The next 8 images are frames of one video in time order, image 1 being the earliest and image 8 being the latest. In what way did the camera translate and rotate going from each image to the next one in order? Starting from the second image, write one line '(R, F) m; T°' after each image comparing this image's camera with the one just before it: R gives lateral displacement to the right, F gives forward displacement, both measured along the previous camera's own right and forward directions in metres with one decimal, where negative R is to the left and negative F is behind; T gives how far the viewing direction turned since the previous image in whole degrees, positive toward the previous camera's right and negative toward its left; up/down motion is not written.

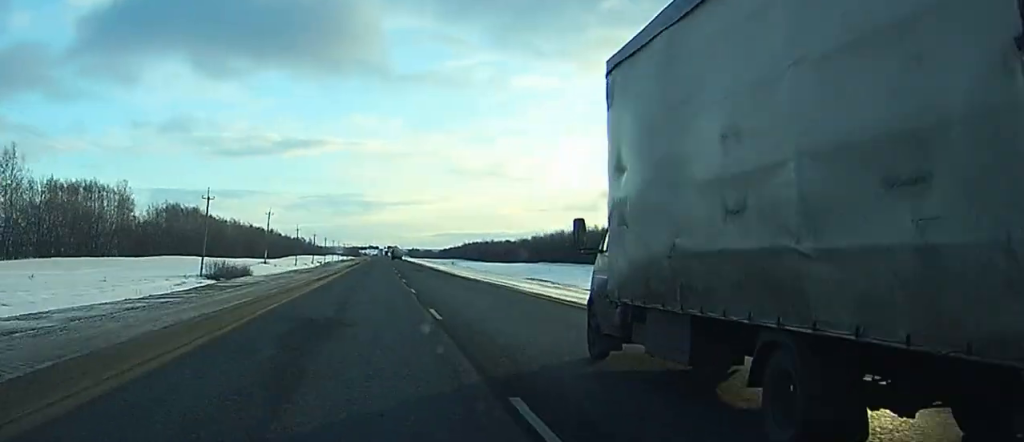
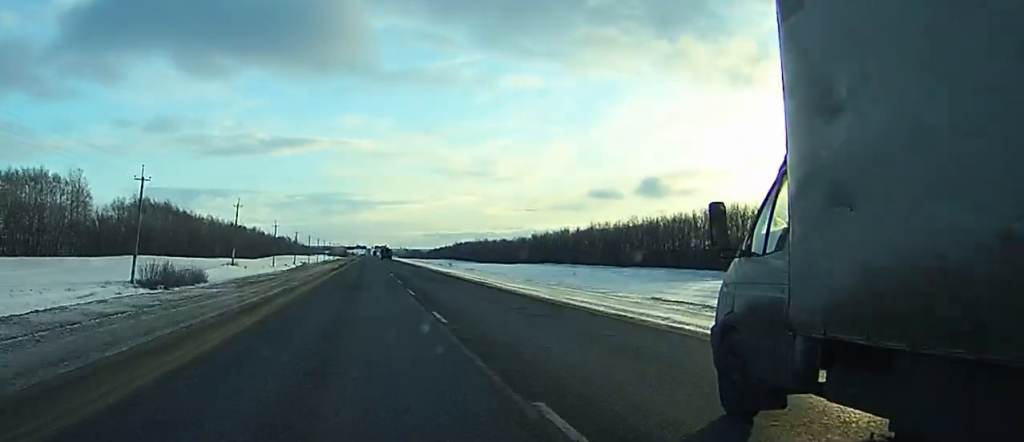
(0.0, +21.5) m; 0°
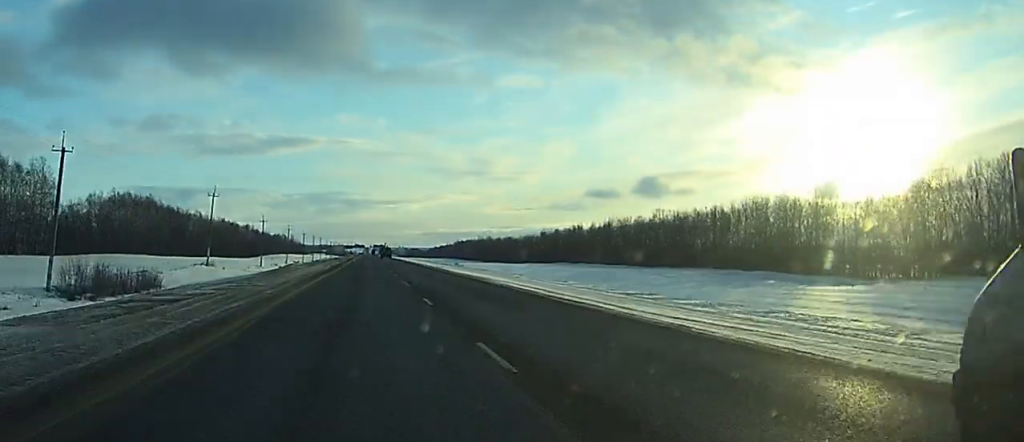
(+0.1, +15.6) m; 0°
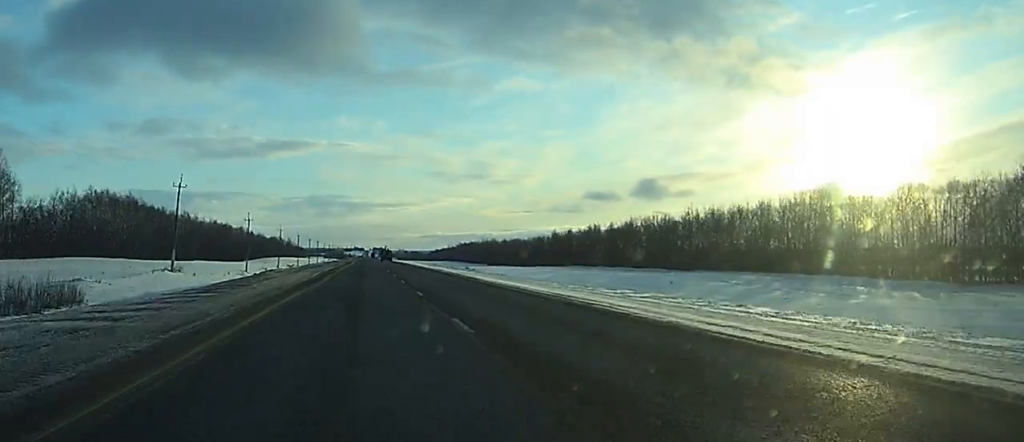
(0.0, +14.1) m; 0°
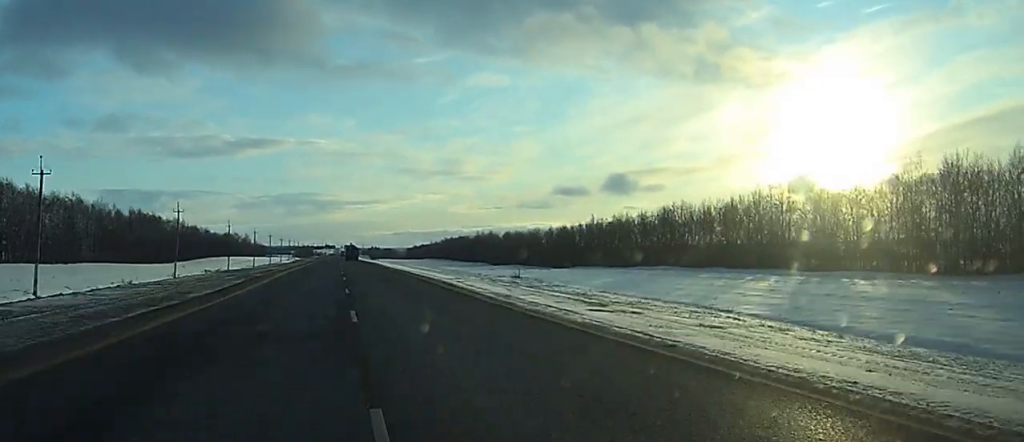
(+0.9, +64.9) m; +2°
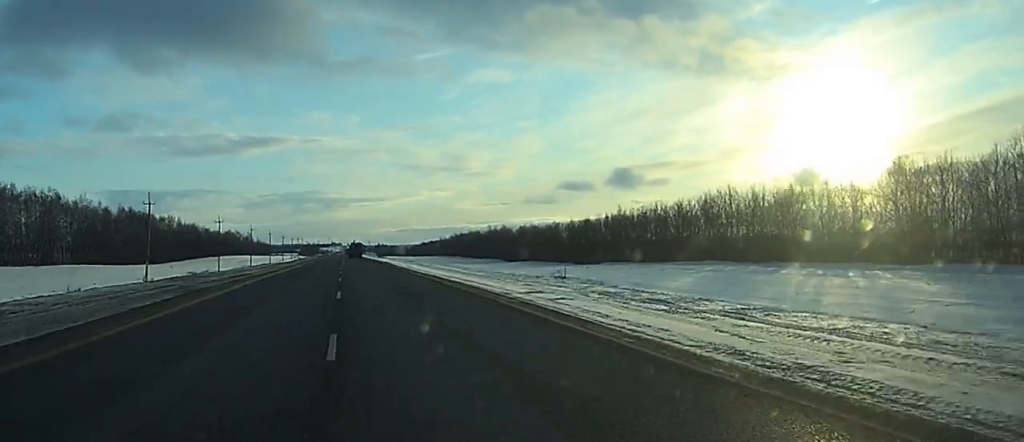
(+0.1, +16.8) m; 0°
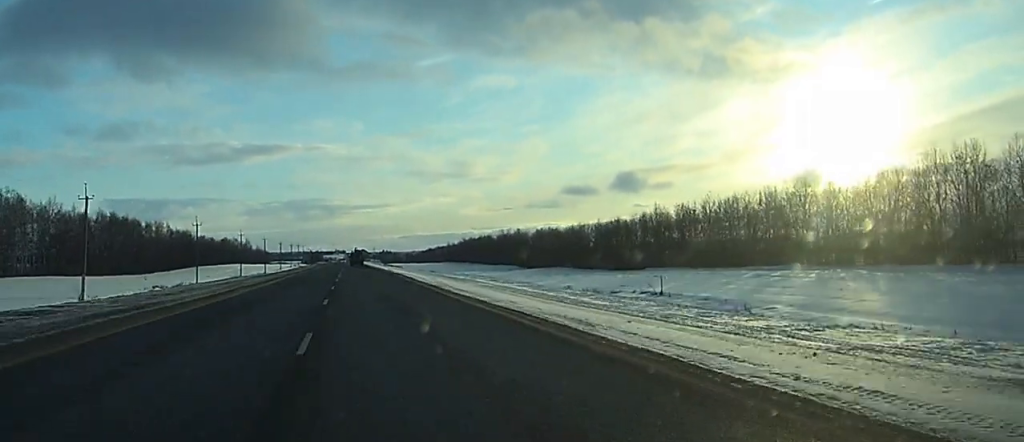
(+0.1, +22.2) m; 0°
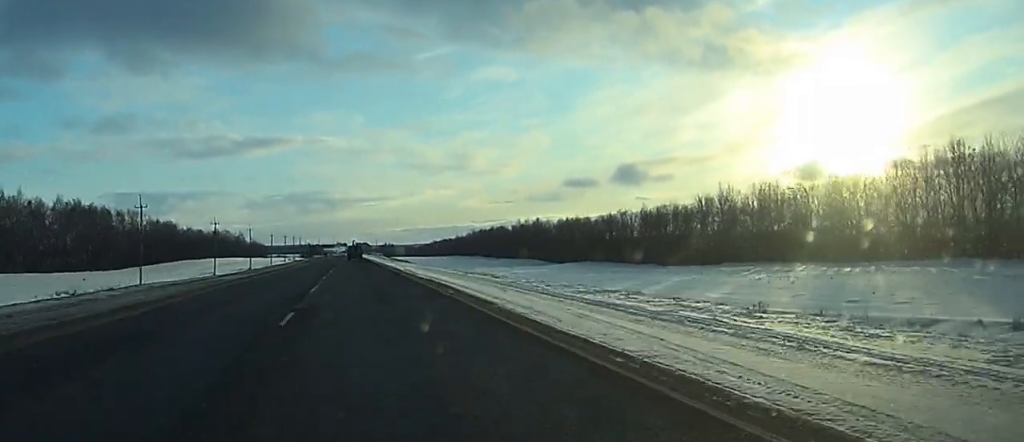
(-0.2, +32.3) m; -1°
